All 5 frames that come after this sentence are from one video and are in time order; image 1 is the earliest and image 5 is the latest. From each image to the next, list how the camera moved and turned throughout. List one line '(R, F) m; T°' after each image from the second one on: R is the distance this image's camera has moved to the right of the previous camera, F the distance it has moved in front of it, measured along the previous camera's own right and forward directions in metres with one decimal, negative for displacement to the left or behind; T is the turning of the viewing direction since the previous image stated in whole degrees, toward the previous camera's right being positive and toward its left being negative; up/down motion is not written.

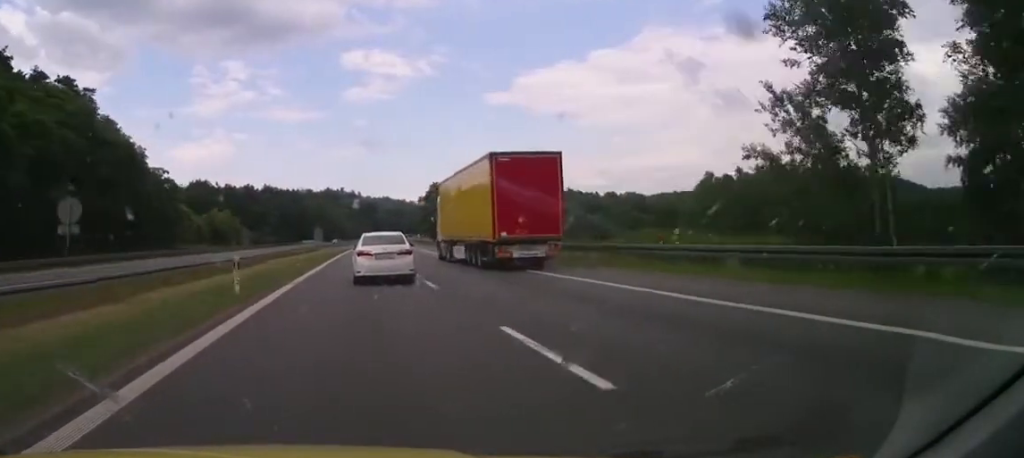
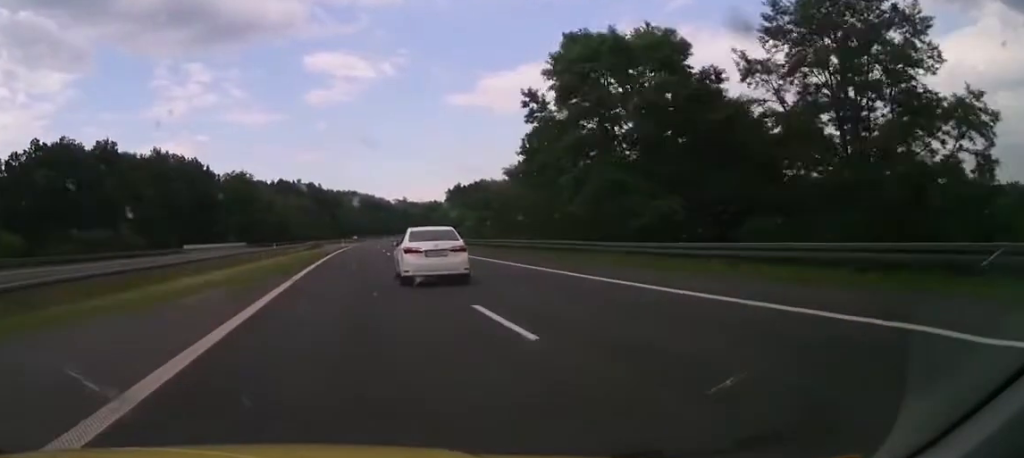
(+0.6, +101.6) m; +1°
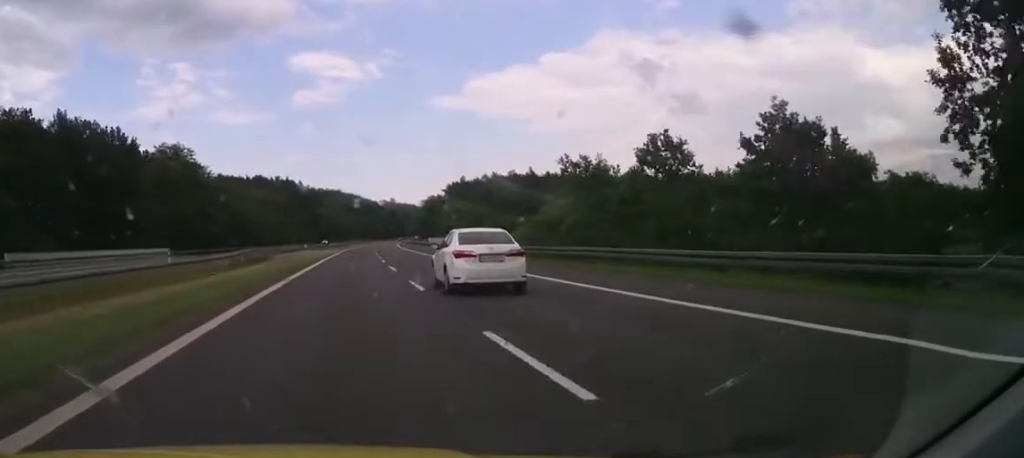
(+0.2, +43.4) m; +1°
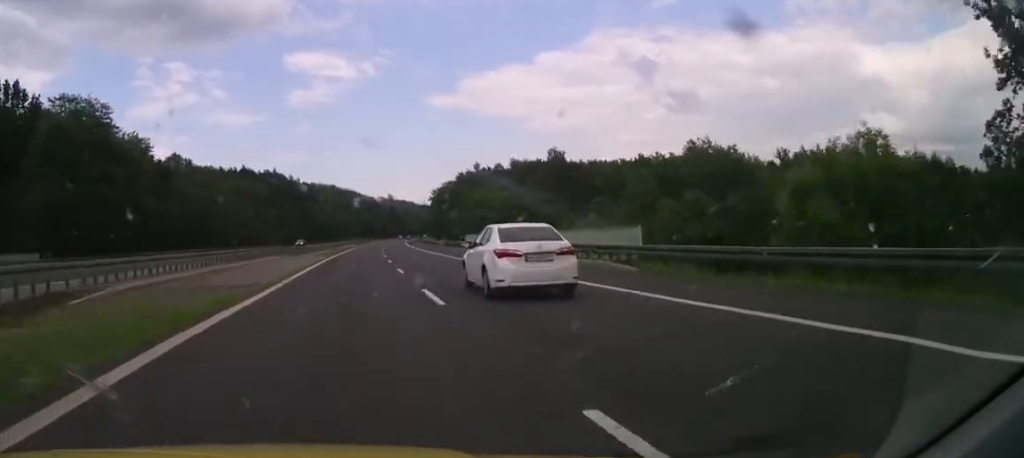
(+0.3, +36.8) m; +1°
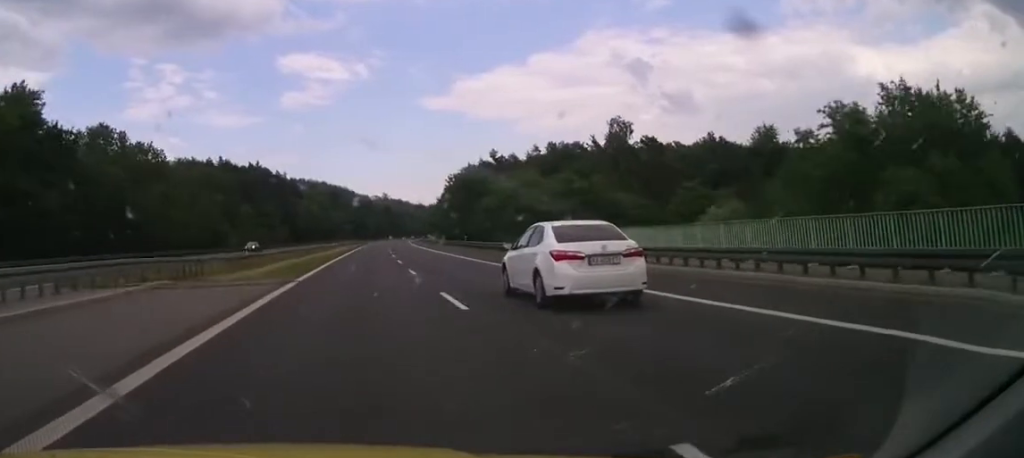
(+0.3, +34.8) m; +1°
